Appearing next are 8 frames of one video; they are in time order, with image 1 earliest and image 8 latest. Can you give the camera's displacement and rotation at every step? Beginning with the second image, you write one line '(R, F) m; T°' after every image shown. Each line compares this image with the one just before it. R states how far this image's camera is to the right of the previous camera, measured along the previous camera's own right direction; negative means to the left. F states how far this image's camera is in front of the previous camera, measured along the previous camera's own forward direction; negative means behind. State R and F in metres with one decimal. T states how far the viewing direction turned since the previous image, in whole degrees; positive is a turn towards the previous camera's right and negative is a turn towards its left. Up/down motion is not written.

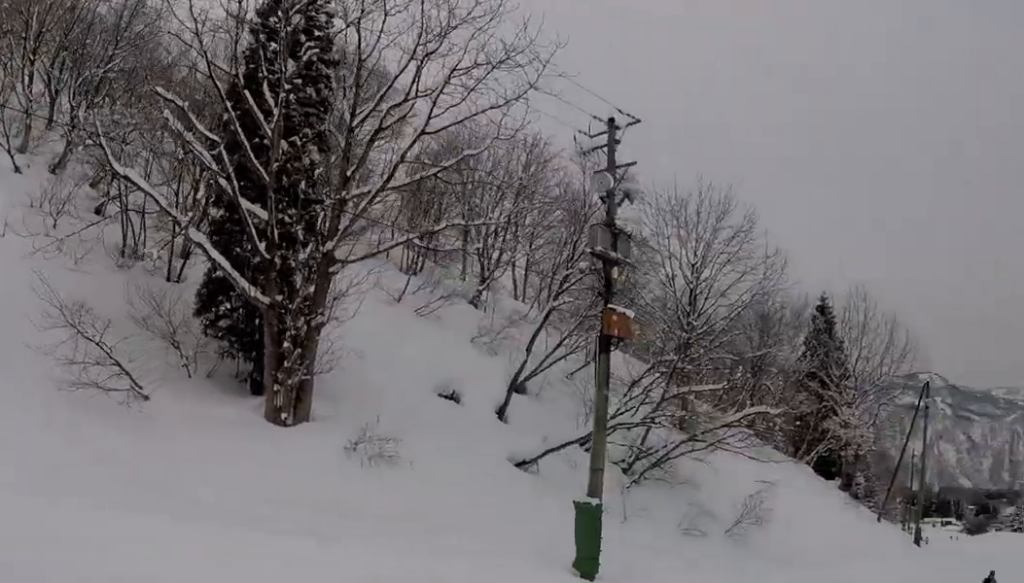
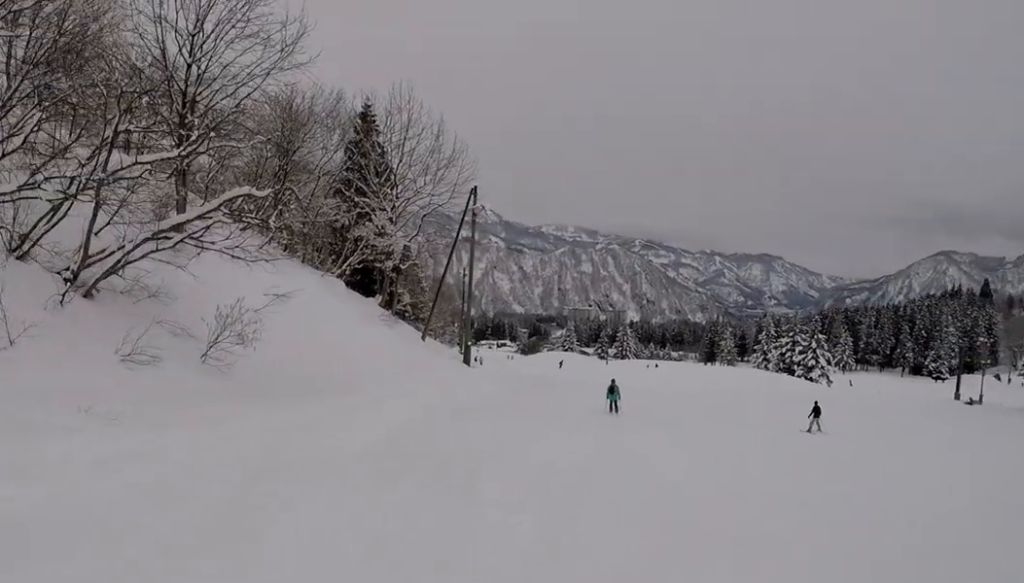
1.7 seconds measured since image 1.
(+0.8, +11.0) m; +13°
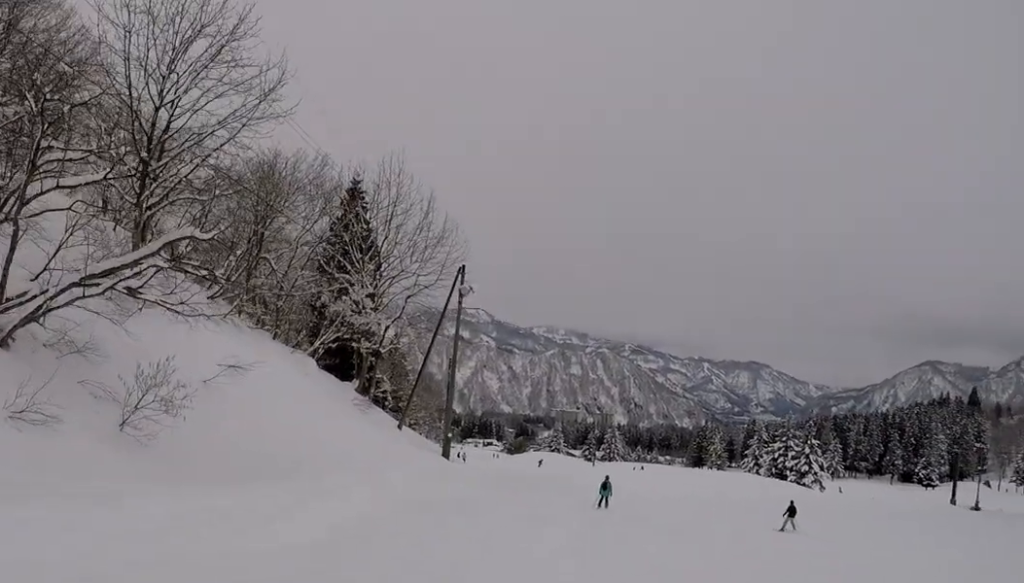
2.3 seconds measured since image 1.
(-0.2, +4.4) m; +6°
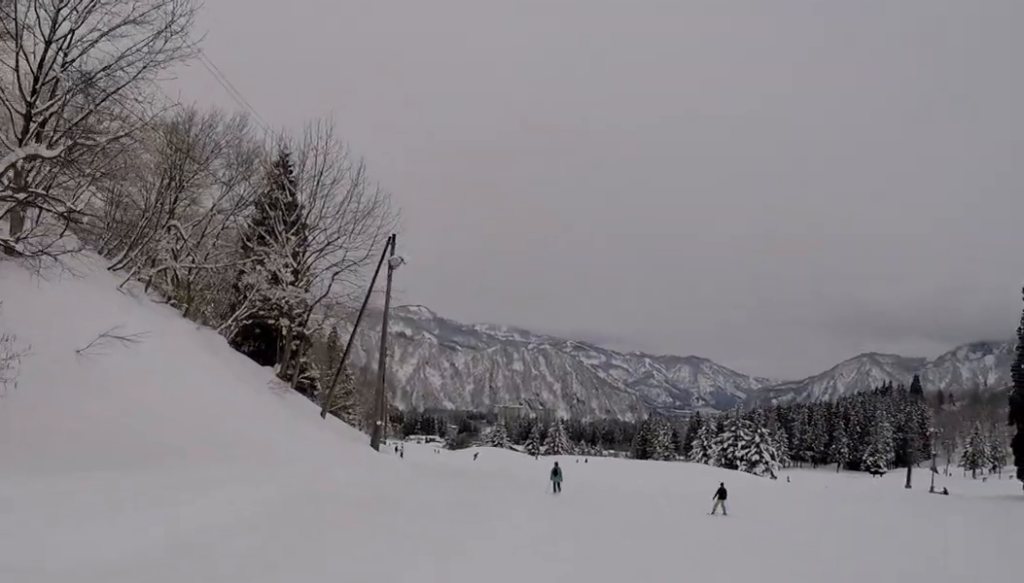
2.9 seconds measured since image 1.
(+0.2, +4.8) m; +4°
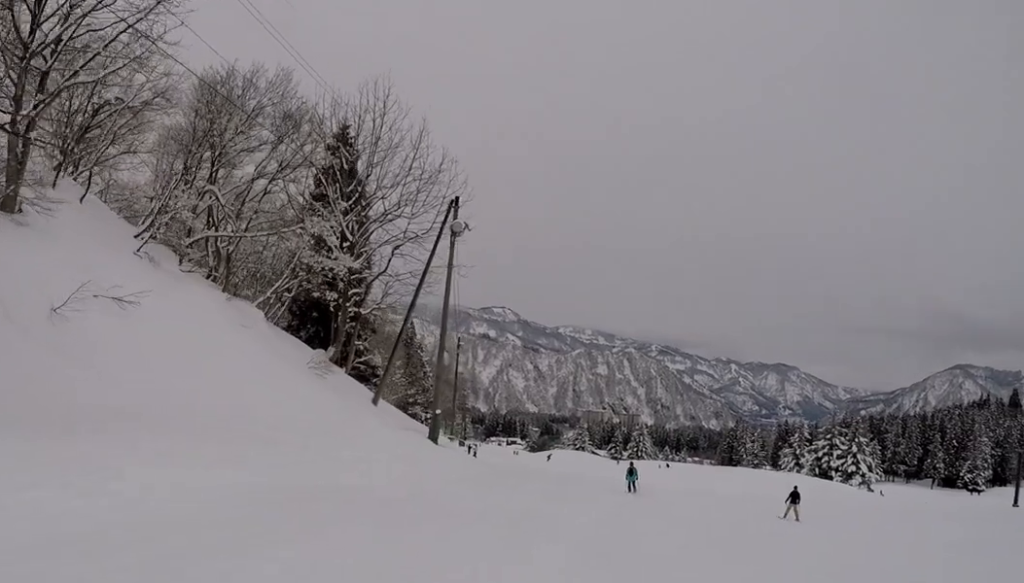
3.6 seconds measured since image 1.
(+1.2, +5.2) m; -1°
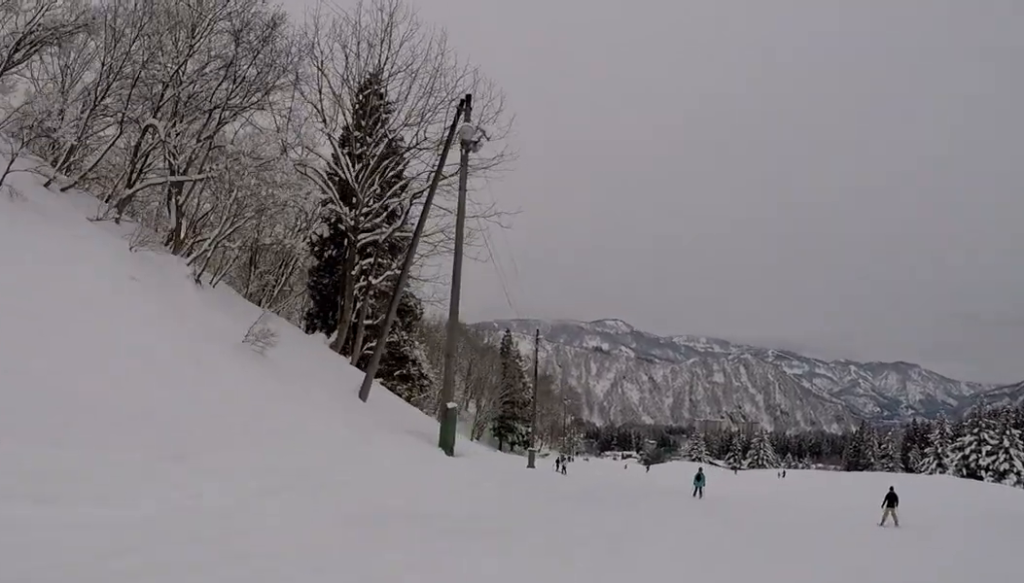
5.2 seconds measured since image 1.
(-2.9, +11.4) m; -12°
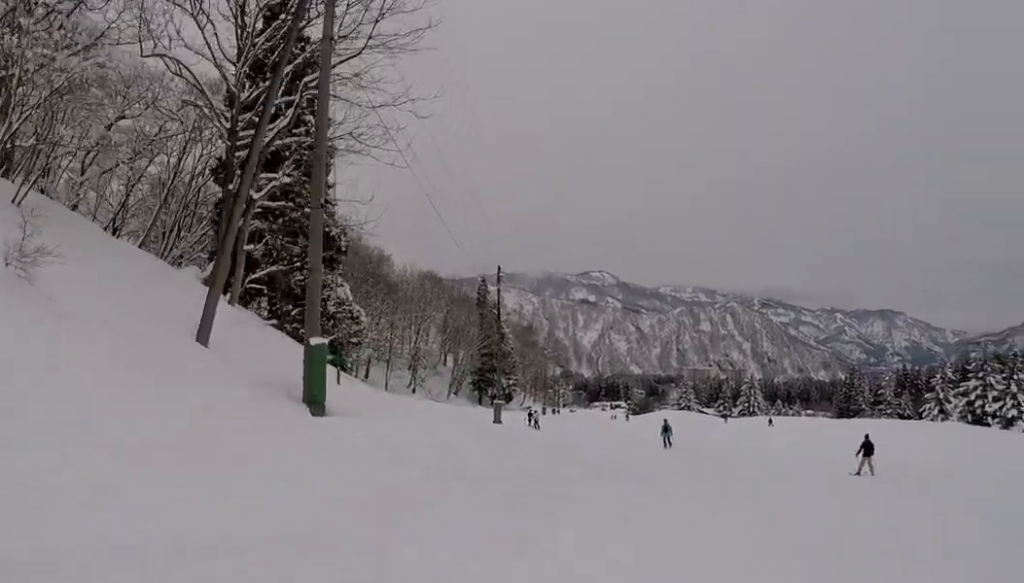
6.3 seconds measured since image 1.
(+0.3, +7.6) m; -6°
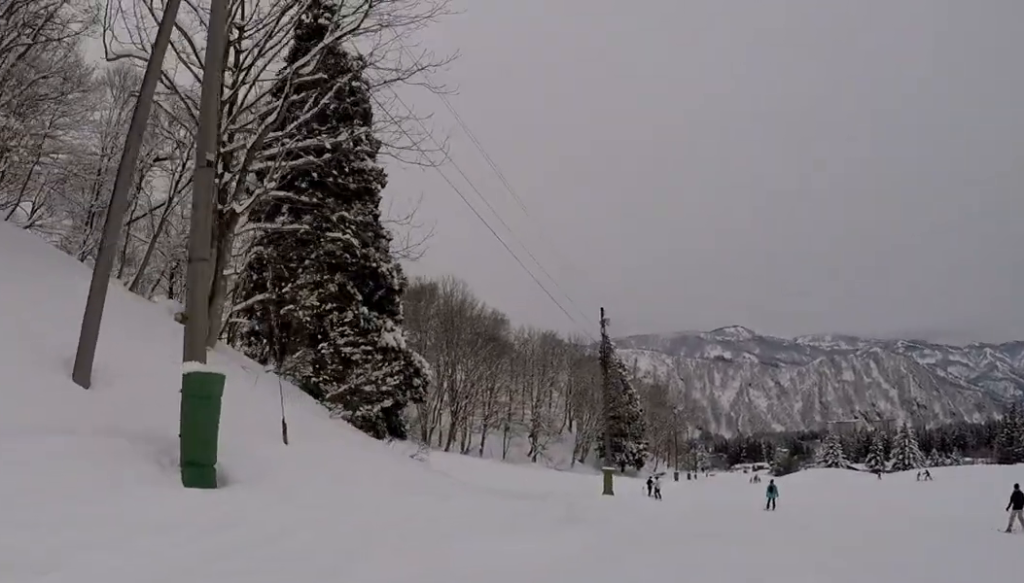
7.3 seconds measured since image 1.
(-1.1, +7.0) m; -5°
